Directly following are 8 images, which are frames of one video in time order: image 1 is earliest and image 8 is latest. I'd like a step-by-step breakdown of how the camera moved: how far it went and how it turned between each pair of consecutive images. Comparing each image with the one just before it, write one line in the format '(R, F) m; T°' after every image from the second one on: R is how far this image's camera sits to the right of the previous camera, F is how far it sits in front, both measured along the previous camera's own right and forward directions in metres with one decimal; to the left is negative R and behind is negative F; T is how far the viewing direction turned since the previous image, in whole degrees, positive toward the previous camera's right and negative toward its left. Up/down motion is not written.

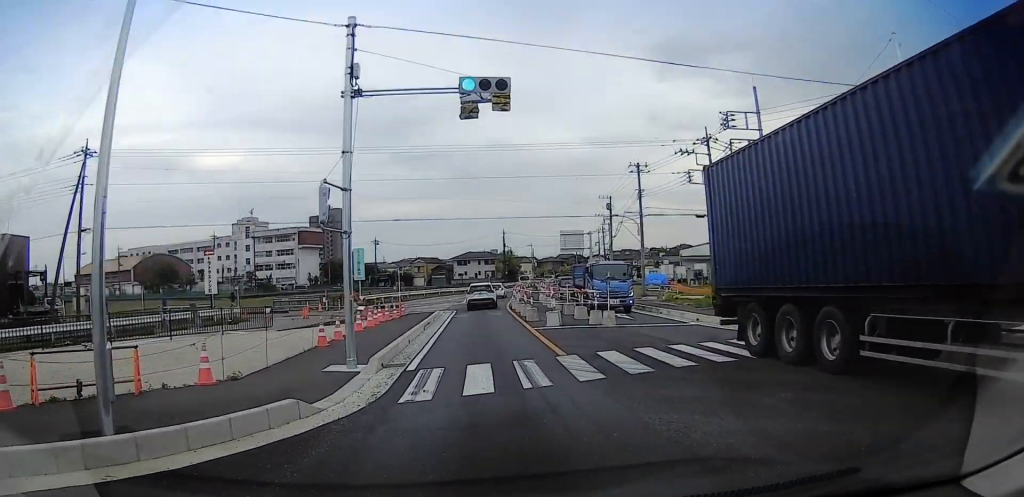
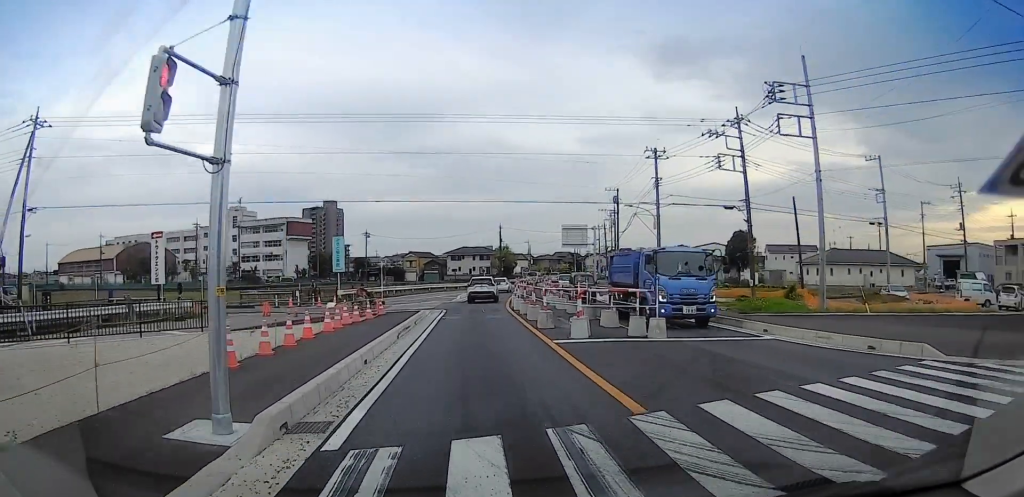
(-0.1, +5.7) m; 0°
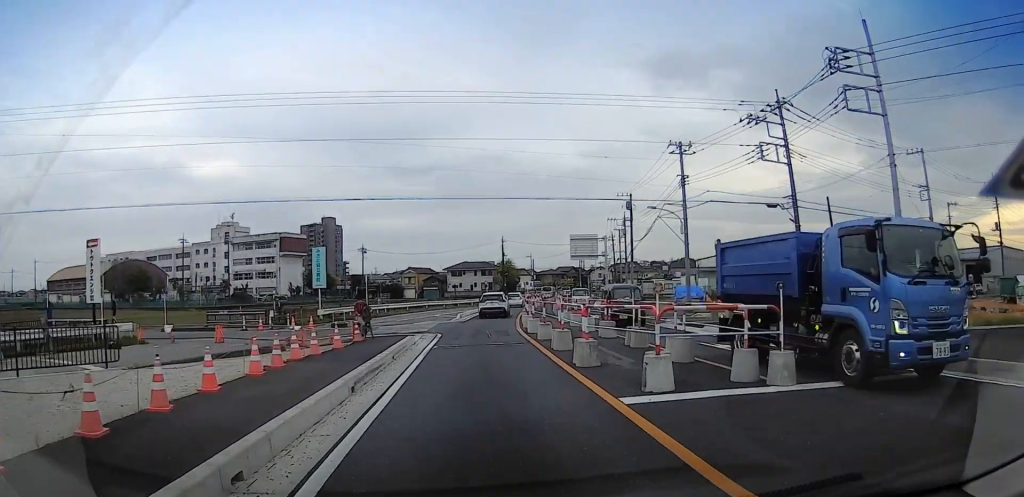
(+0.2, +6.6) m; 0°
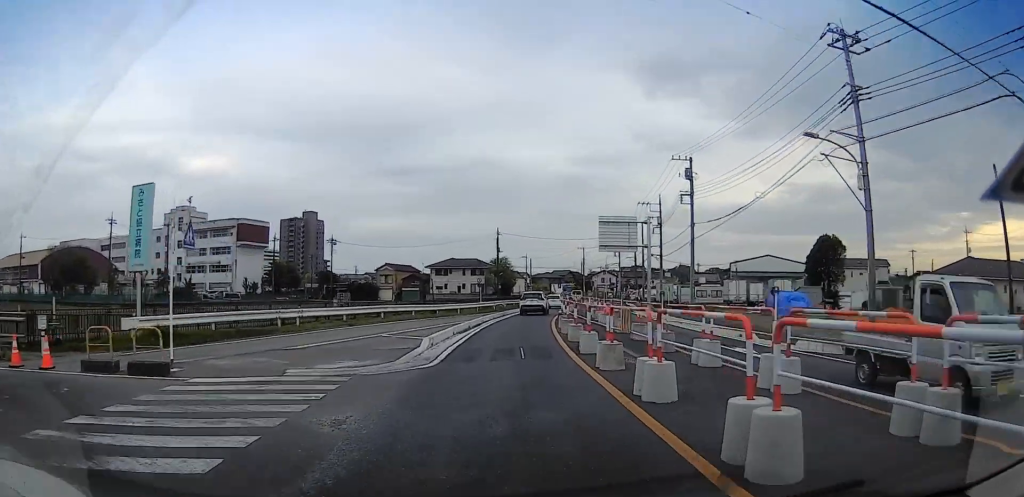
(-1.2, +20.2) m; -3°
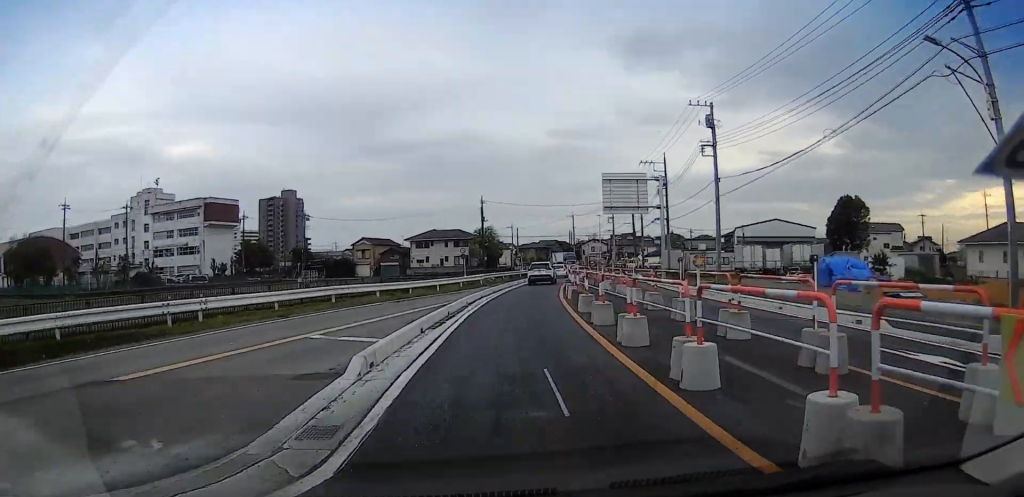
(+0.2, +8.0) m; +4°
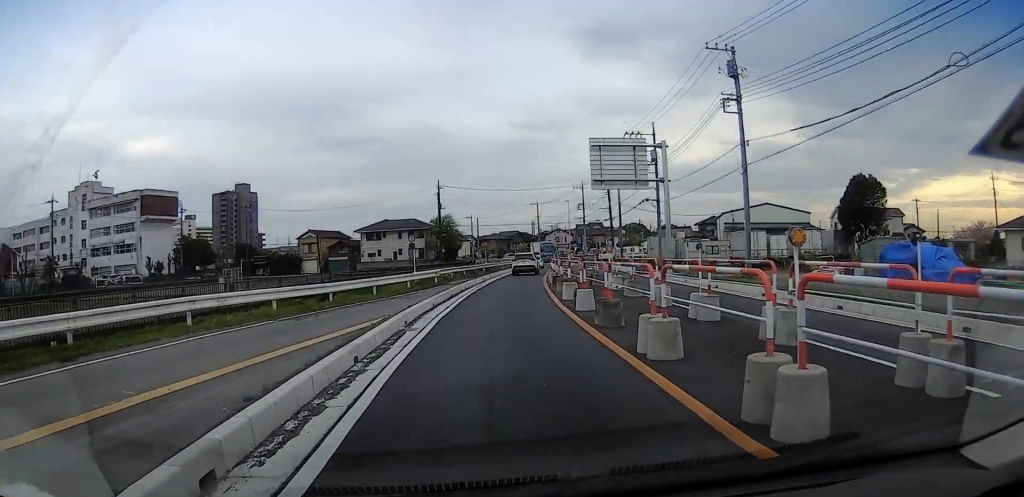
(+0.5, +10.2) m; +1°
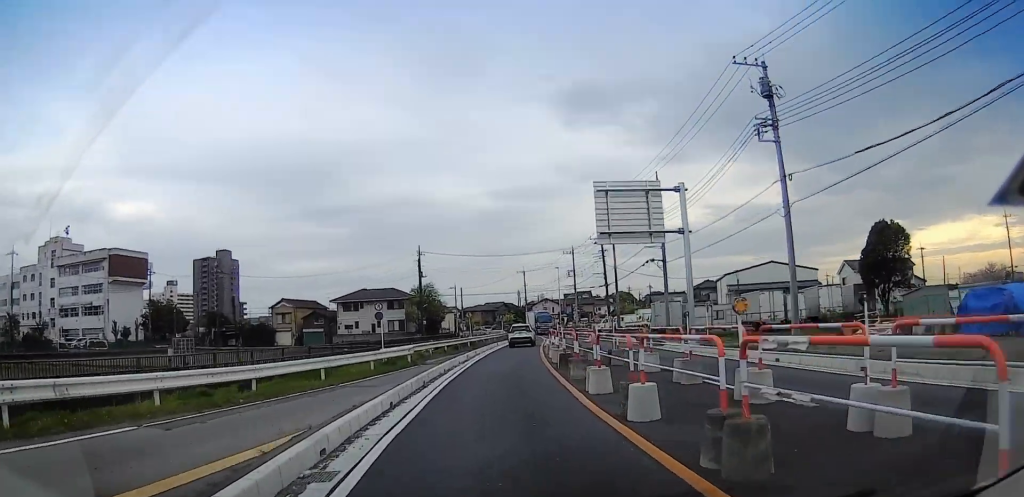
(-0.4, +6.3) m; +1°
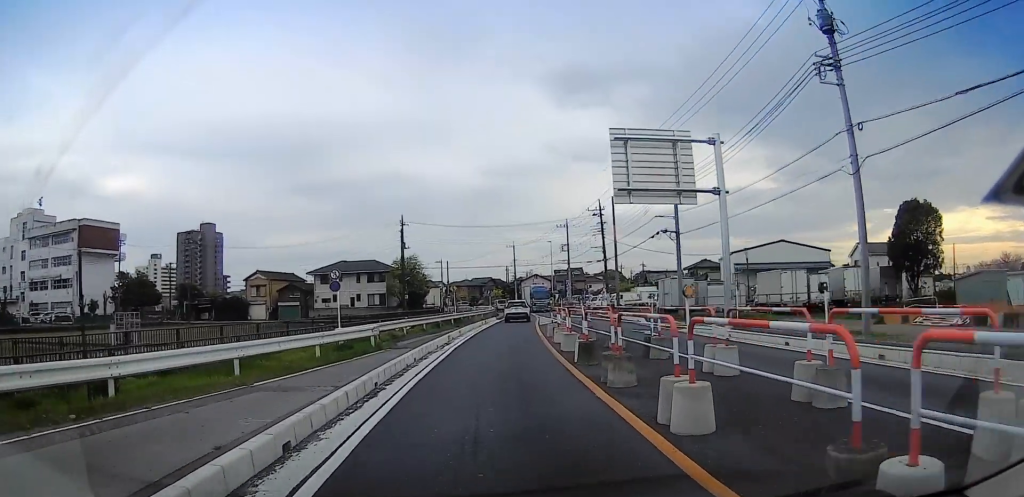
(+0.1, +6.6) m; +2°
